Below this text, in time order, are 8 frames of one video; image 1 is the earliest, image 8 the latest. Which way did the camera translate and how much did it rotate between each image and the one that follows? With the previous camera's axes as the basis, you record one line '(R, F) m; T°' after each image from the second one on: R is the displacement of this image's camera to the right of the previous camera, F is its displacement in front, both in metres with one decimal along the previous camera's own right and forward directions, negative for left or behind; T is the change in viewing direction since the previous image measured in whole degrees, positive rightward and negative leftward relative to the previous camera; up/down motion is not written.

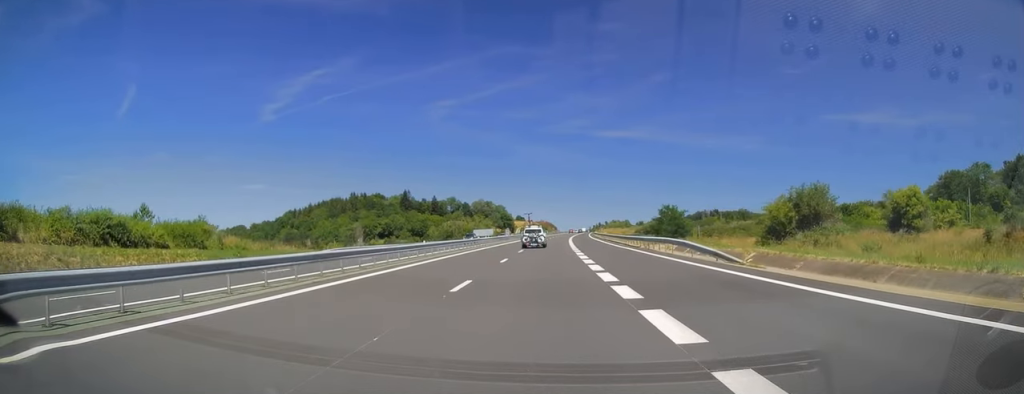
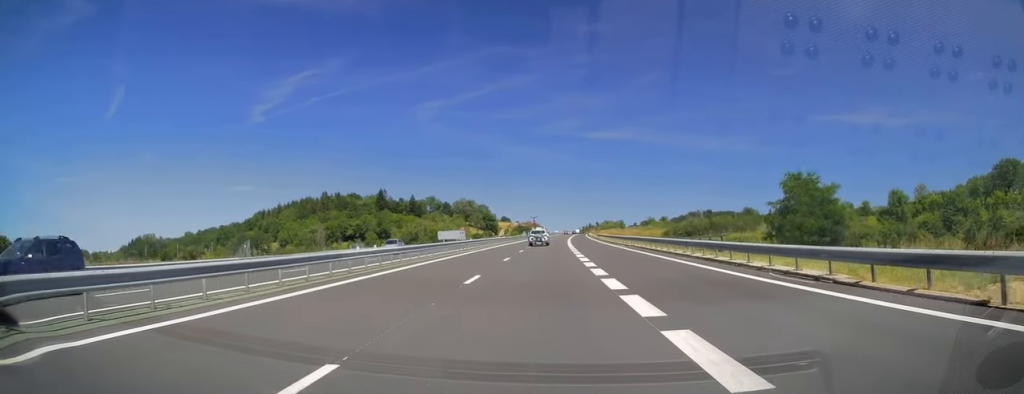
(+0.2, +37.0) m; +1°
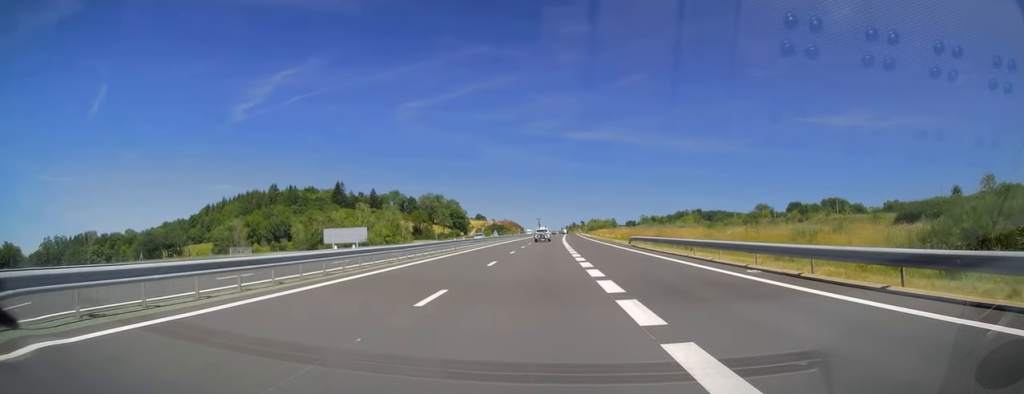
(+1.3, +57.6) m; +2°
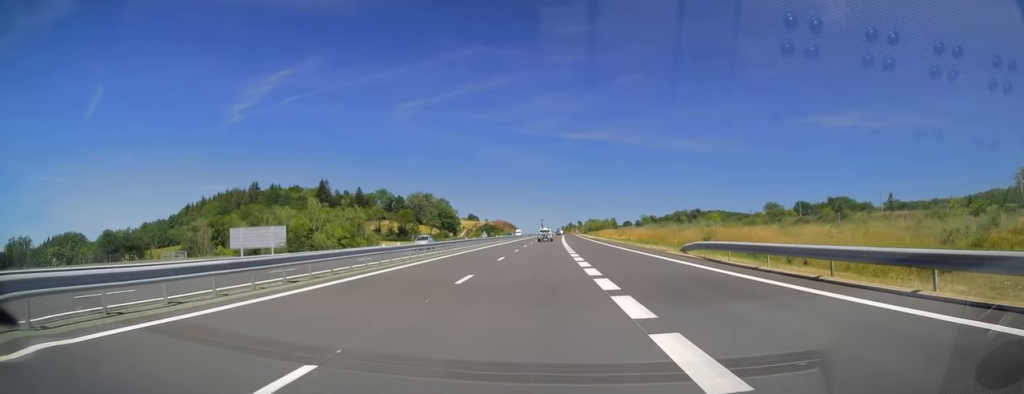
(+0.1, +21.2) m; 0°
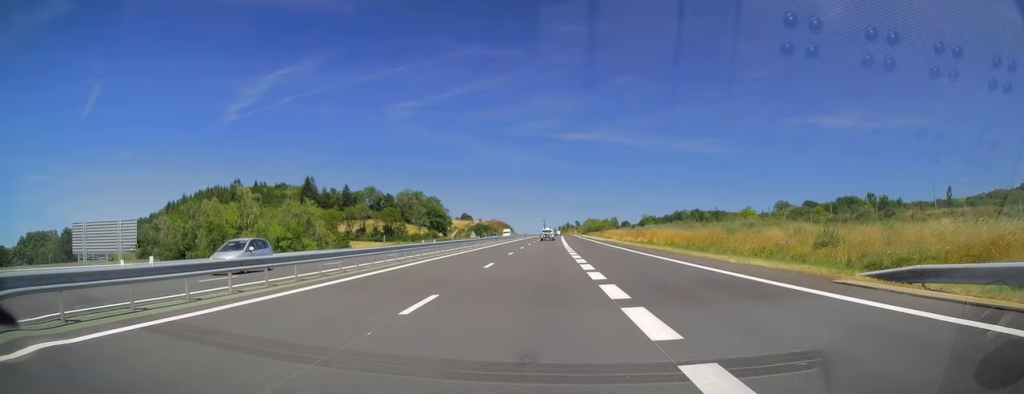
(0.0, +19.3) m; +1°
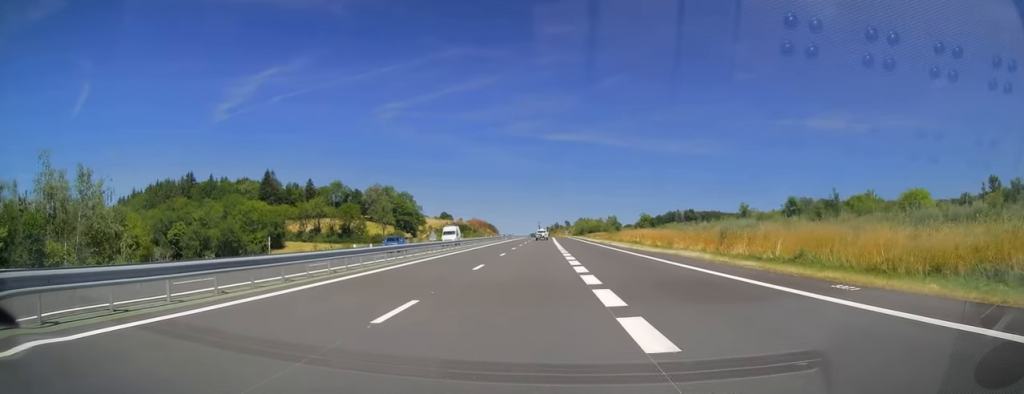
(+0.6, +40.3) m; +1°
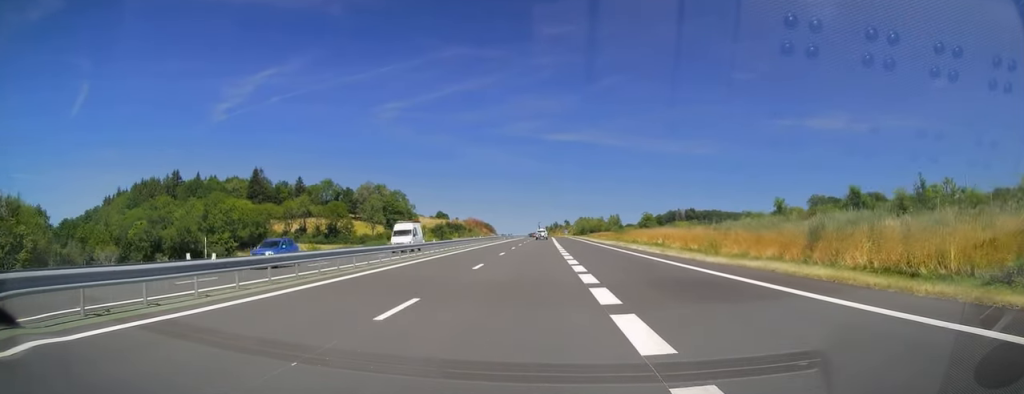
(0.0, +12.8) m; 0°
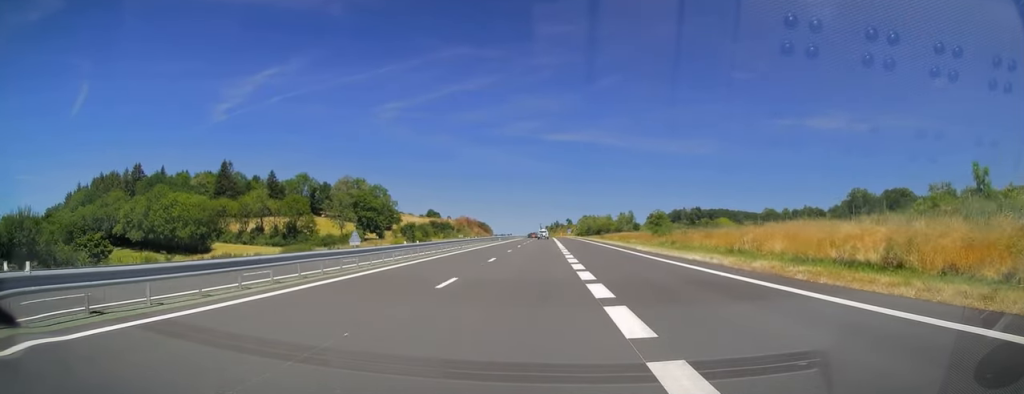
(+0.3, +33.9) m; 0°
